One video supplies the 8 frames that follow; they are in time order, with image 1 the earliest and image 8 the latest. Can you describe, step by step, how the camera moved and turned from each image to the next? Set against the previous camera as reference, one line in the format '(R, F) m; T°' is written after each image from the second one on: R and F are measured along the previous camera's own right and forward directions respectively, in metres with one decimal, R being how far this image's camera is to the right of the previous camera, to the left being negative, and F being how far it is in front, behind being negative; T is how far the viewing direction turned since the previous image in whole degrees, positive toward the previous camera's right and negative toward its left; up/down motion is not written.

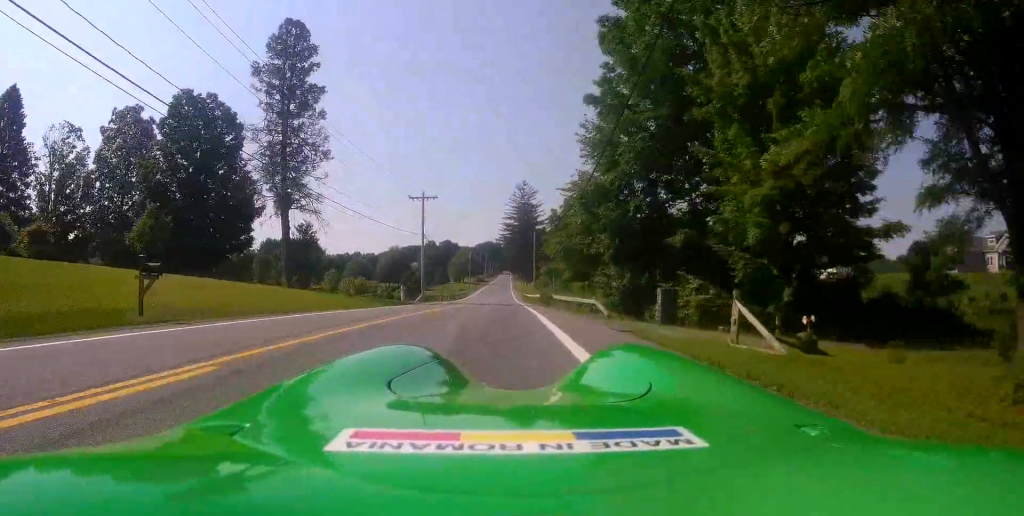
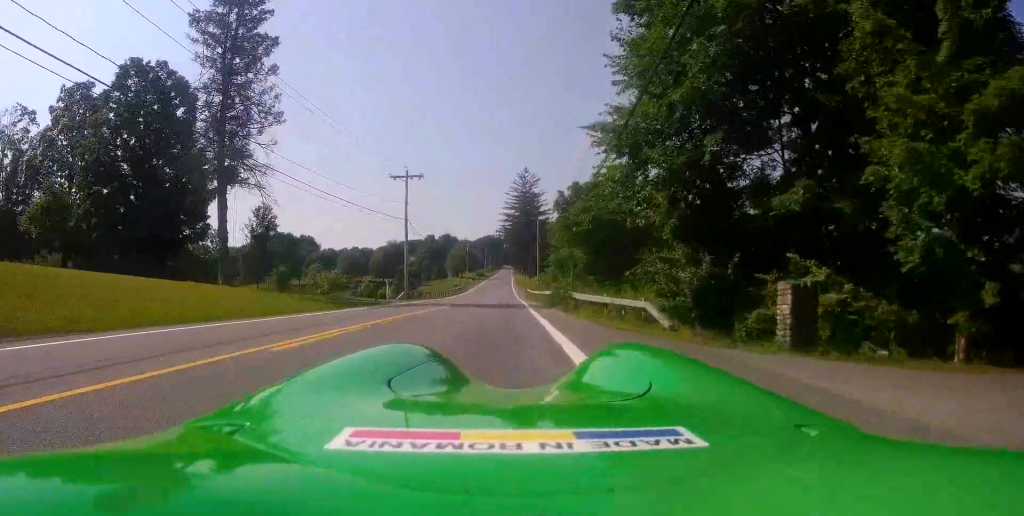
(0.0, +9.7) m; 0°
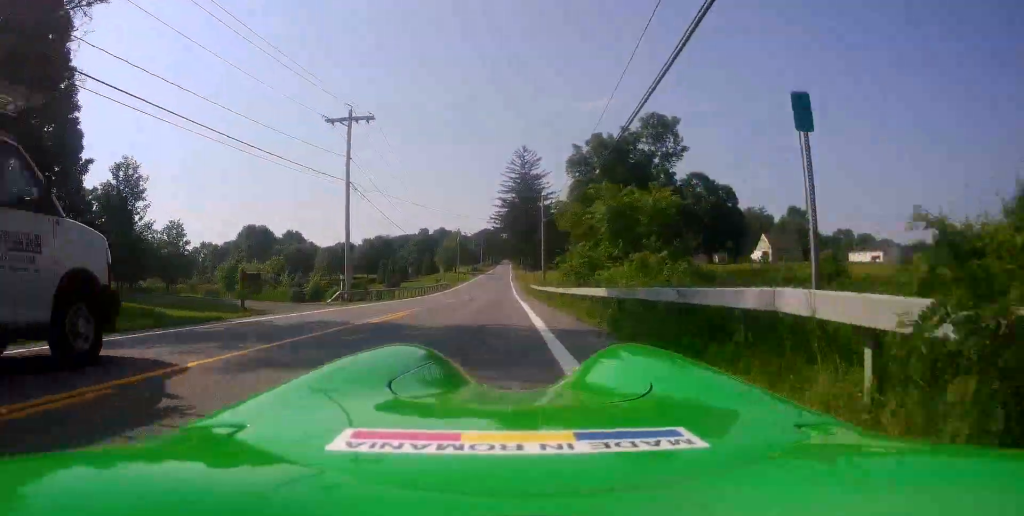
(+0.1, +18.7) m; -1°
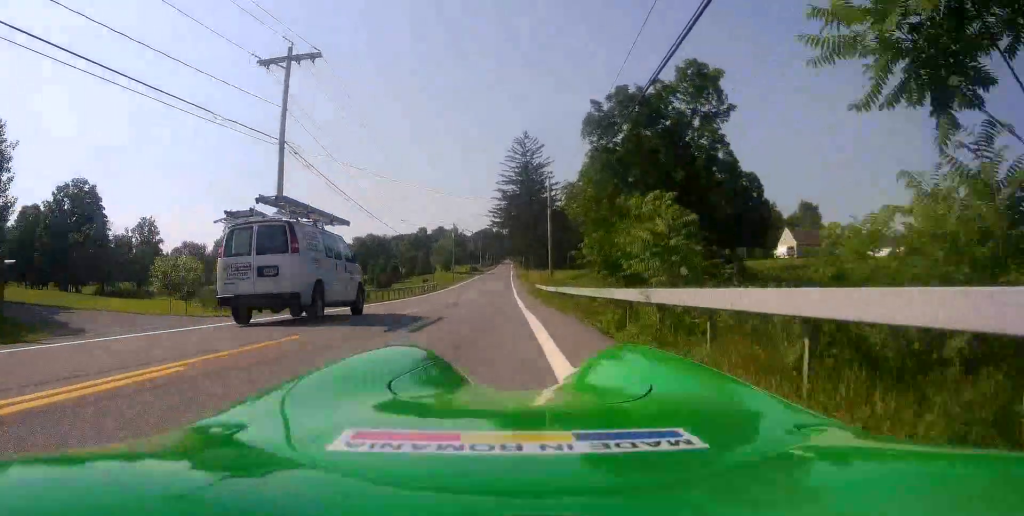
(-0.2, +10.6) m; 0°
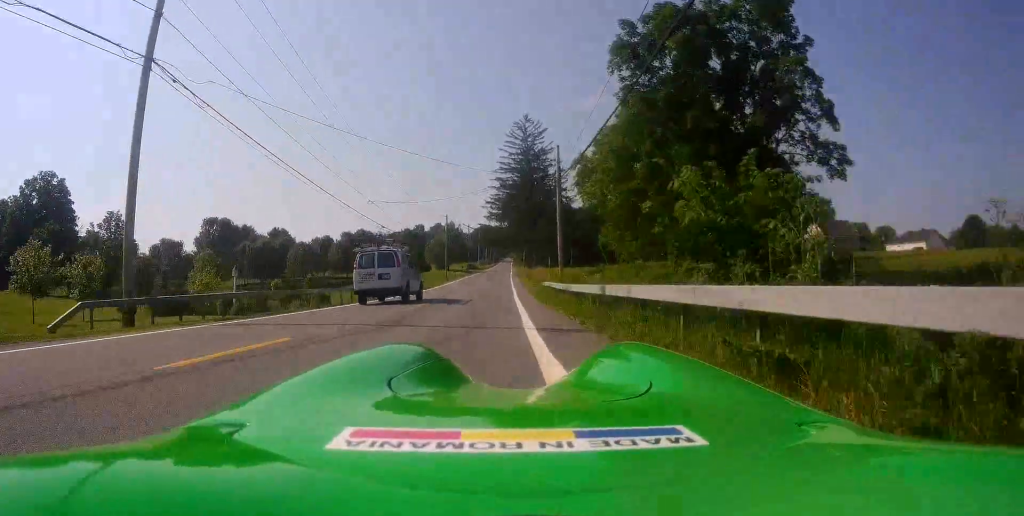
(0.0, +10.7) m; -1°
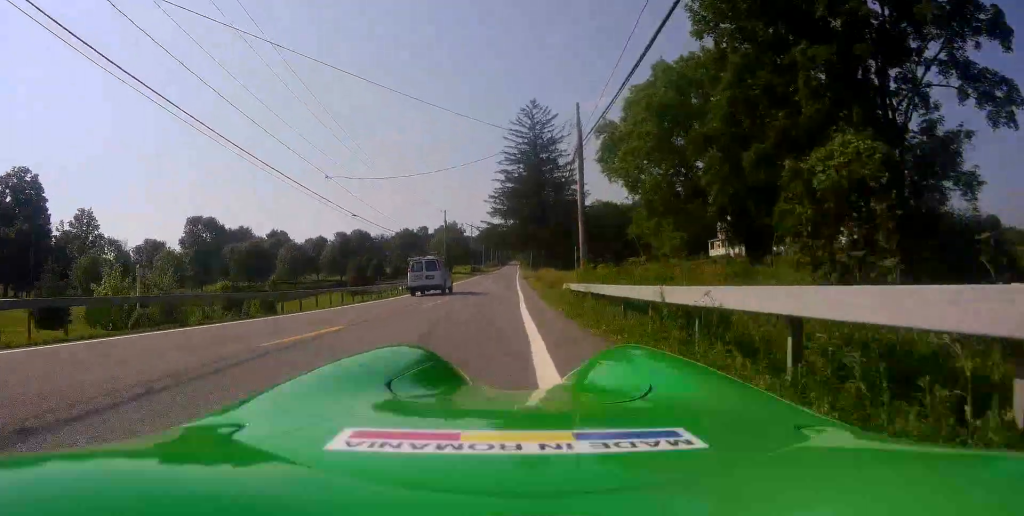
(+0.1, +10.1) m; -1°
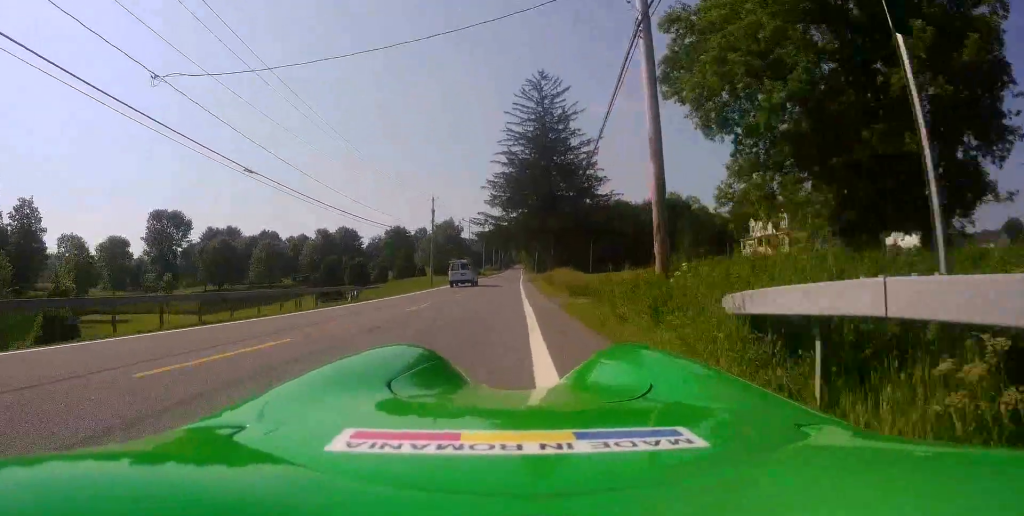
(-0.4, +15.3) m; +1°
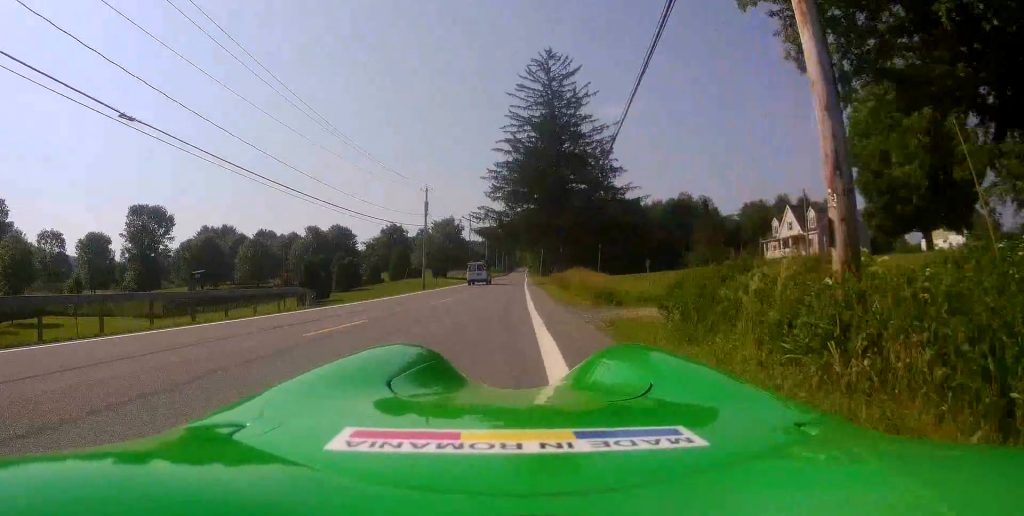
(+0.3, +7.9) m; +2°
